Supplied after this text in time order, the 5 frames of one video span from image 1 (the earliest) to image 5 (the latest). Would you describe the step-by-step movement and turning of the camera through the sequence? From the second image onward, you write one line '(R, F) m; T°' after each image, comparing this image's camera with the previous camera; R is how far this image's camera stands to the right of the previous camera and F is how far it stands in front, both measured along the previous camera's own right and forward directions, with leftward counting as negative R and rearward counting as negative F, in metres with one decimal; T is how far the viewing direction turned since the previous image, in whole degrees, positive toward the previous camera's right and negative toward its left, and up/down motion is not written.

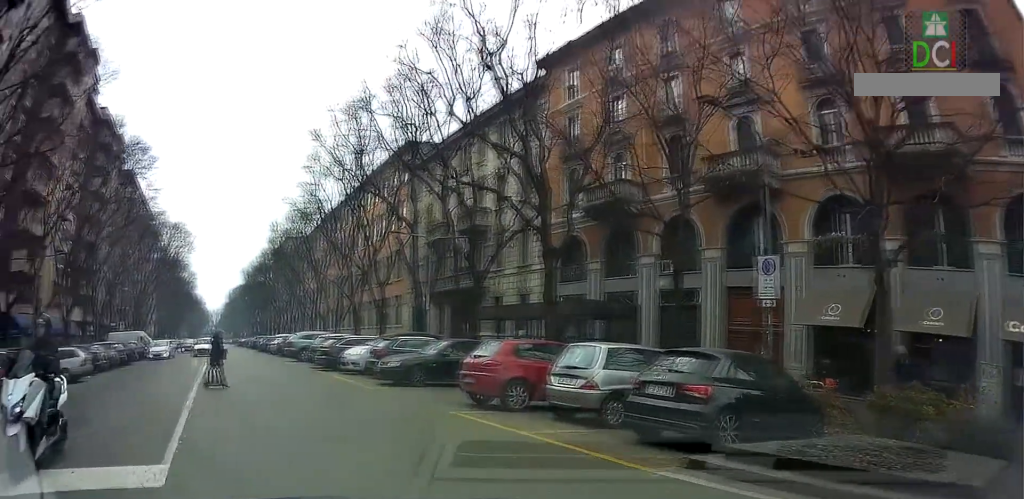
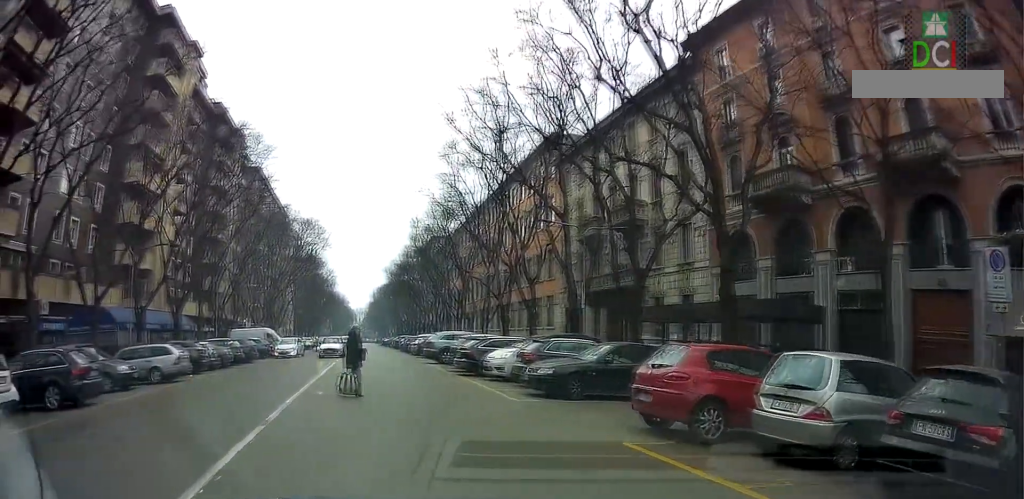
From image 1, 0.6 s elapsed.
(-0.3, +2.9) m; -12°
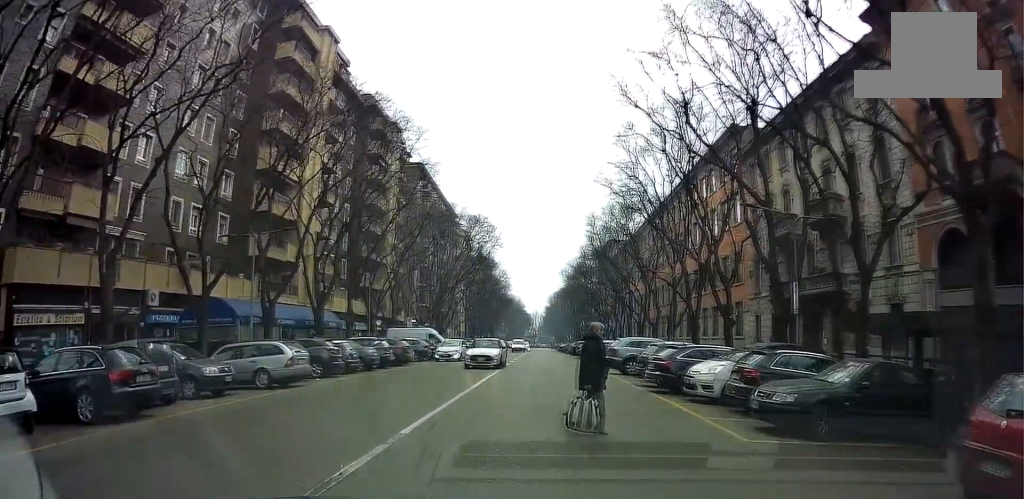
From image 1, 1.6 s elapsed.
(-0.7, +4.6) m; -12°
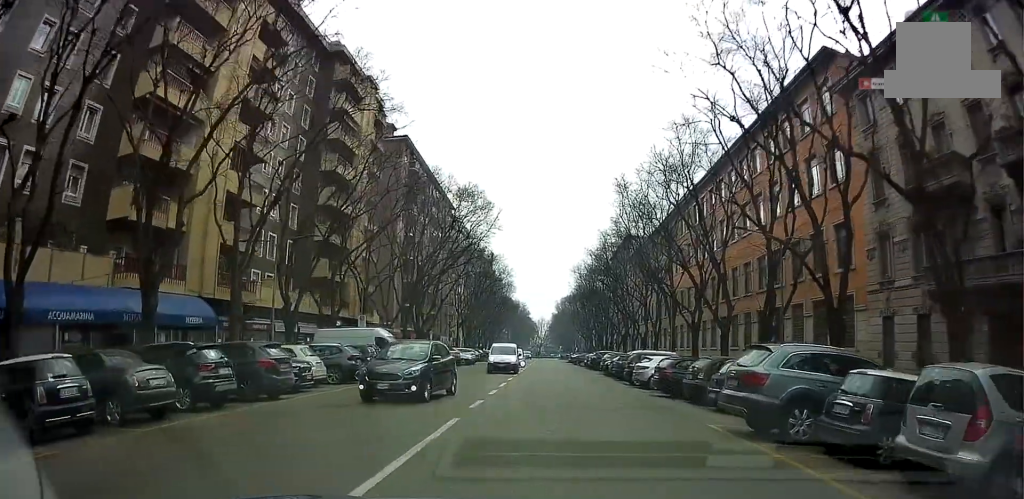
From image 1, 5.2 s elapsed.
(-2.0, +17.4) m; -6°
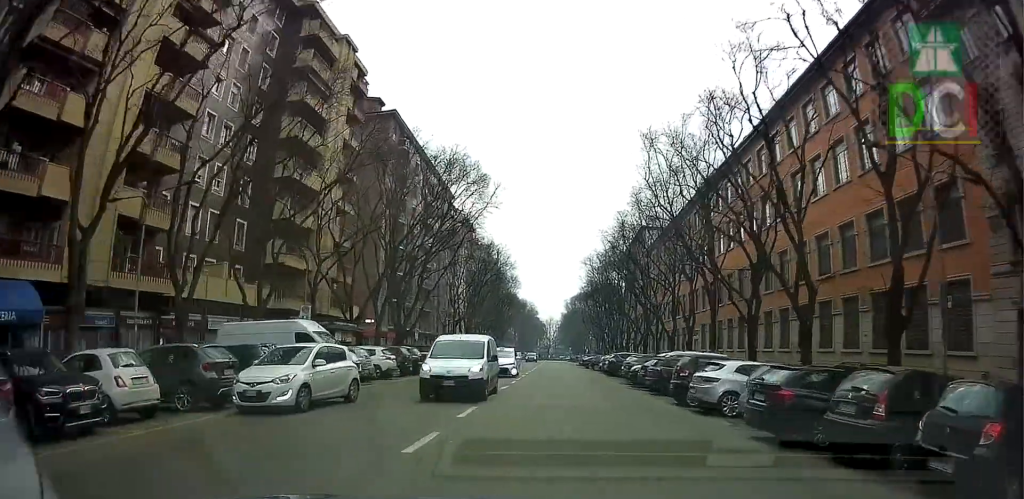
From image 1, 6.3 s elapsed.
(-0.2, +8.9) m; -1°
